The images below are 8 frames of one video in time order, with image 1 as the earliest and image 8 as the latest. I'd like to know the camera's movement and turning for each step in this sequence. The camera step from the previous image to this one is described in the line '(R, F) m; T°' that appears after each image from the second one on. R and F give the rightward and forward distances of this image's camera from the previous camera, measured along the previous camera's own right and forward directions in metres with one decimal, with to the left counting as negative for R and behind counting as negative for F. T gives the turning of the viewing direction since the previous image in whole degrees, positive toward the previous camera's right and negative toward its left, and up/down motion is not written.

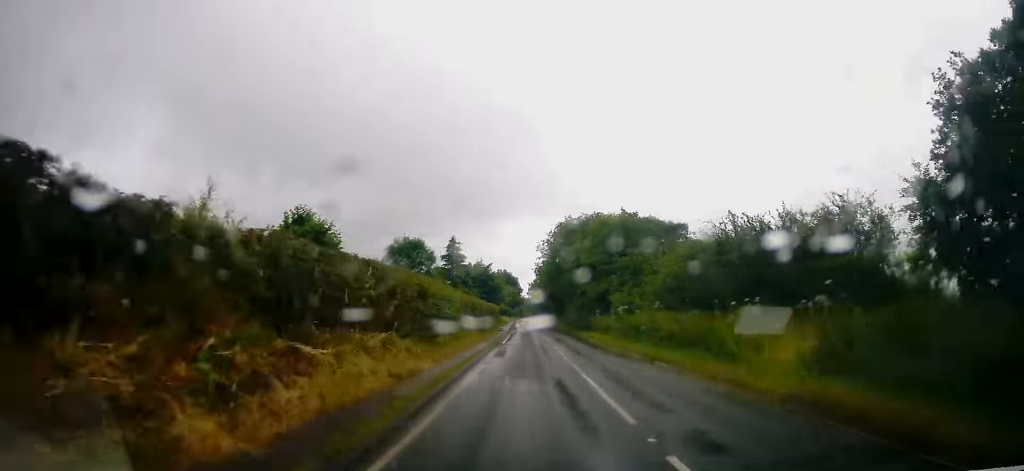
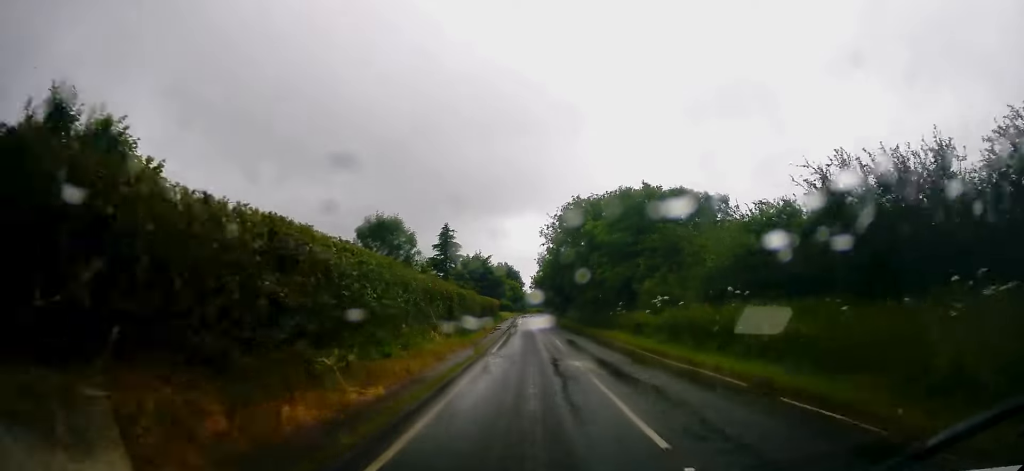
(+0.2, +10.0) m; 0°
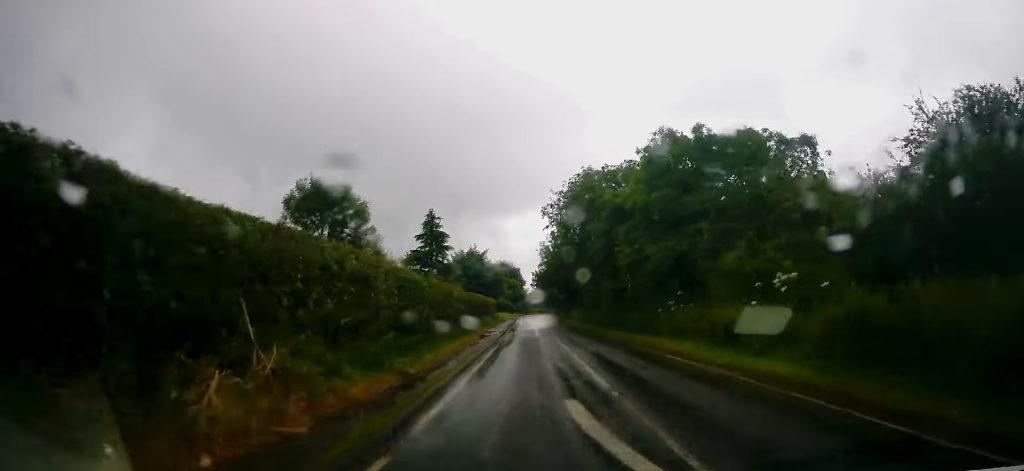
(-0.4, +13.2) m; -1°
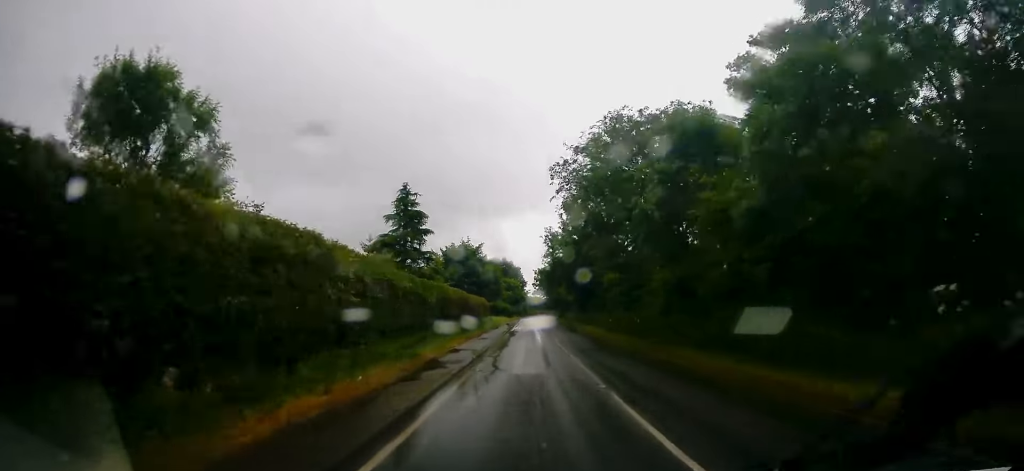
(0.0, +16.6) m; -1°
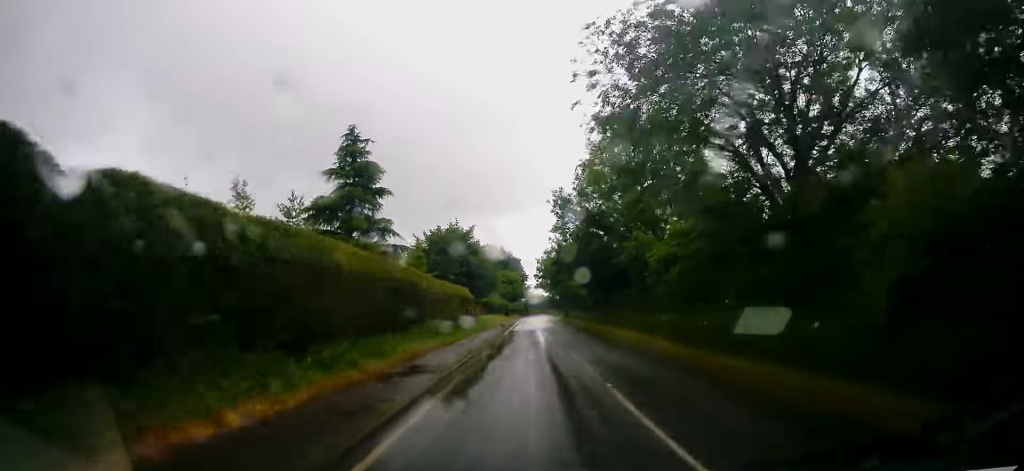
(-0.3, +17.9) m; 0°
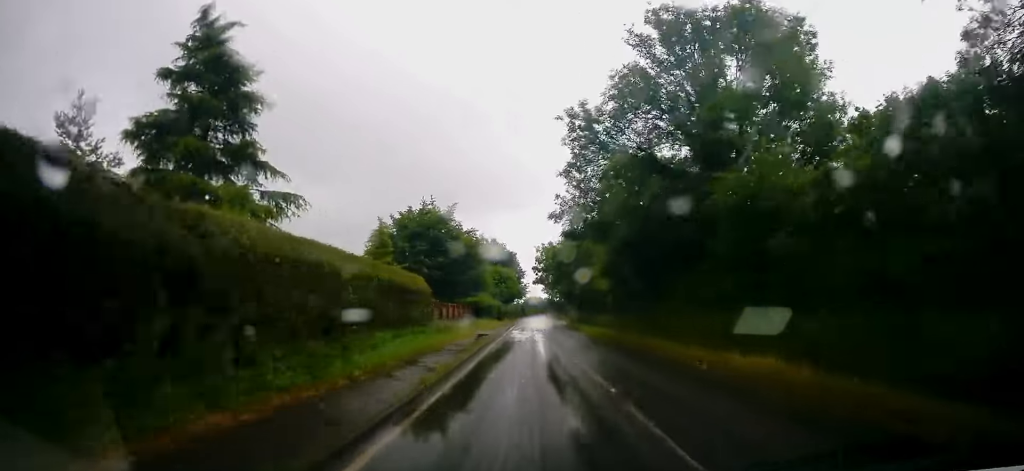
(+0.2, +19.1) m; +1°
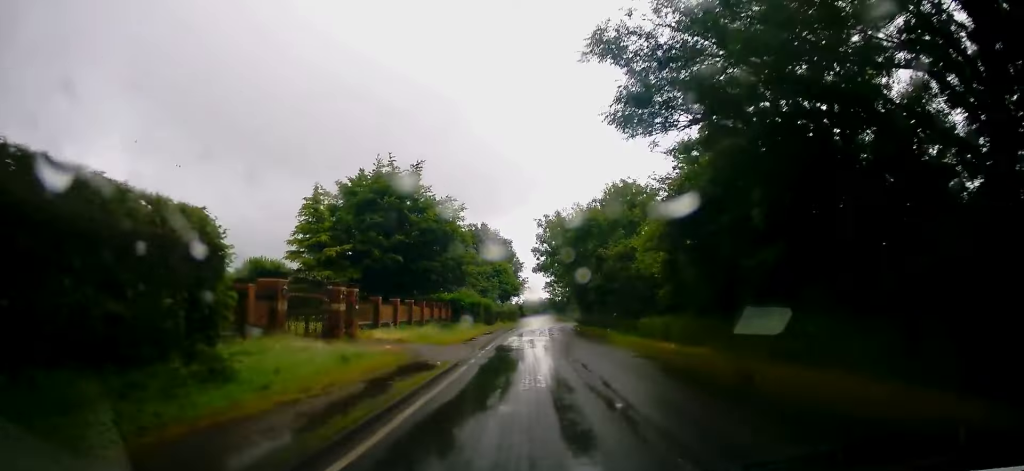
(+0.1, +19.3) m; 0°
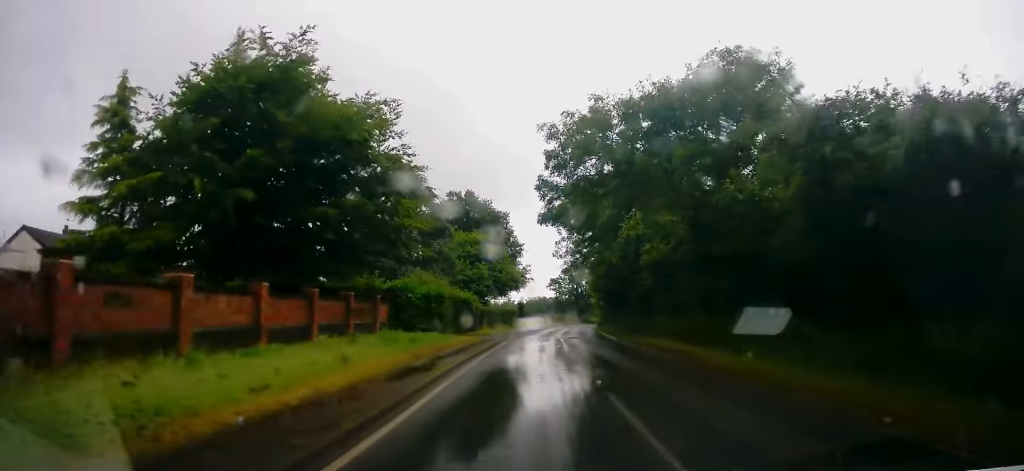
(0.0, +24.1) m; 0°
